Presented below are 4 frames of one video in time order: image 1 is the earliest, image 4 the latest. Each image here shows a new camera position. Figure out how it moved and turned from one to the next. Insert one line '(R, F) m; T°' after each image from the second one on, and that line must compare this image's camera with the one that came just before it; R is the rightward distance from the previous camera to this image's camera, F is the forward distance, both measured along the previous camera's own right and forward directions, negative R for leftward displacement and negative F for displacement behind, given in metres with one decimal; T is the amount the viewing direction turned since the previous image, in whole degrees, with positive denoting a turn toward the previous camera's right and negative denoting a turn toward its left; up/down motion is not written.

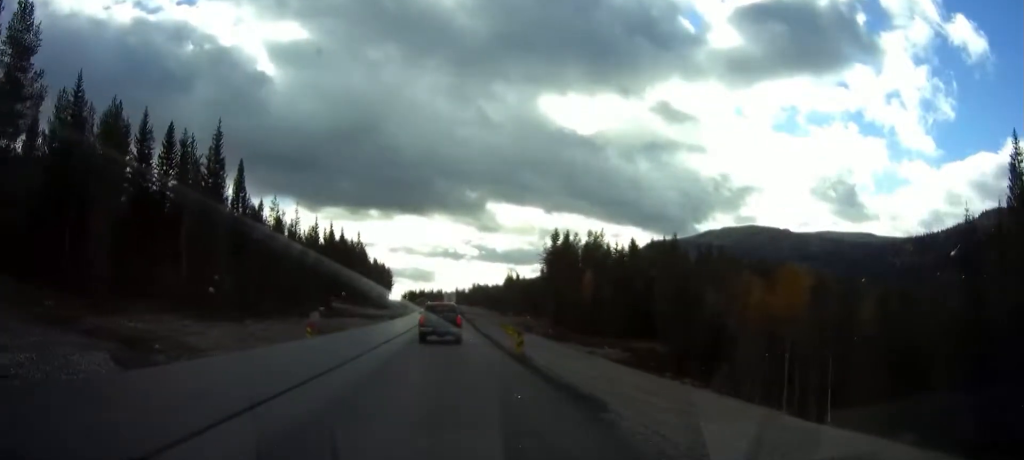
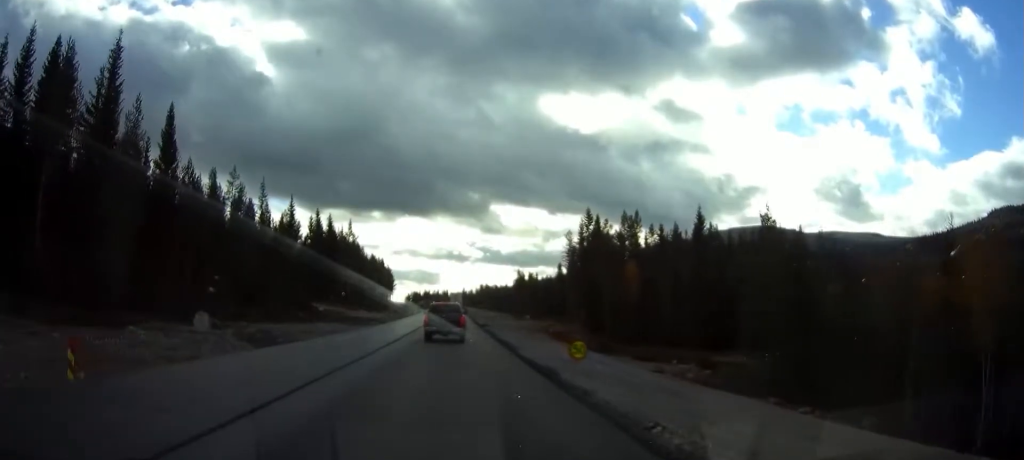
(+0.1, +25.4) m; 0°
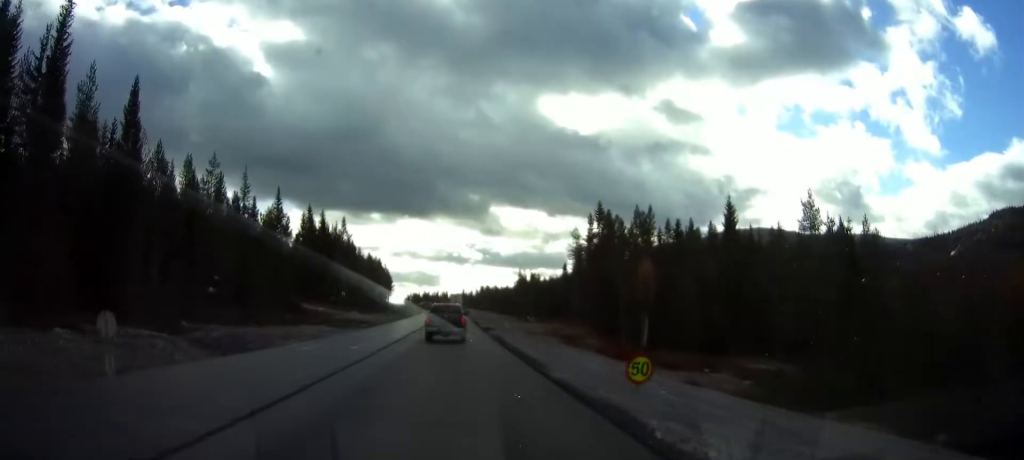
(0.0, +8.4) m; 0°
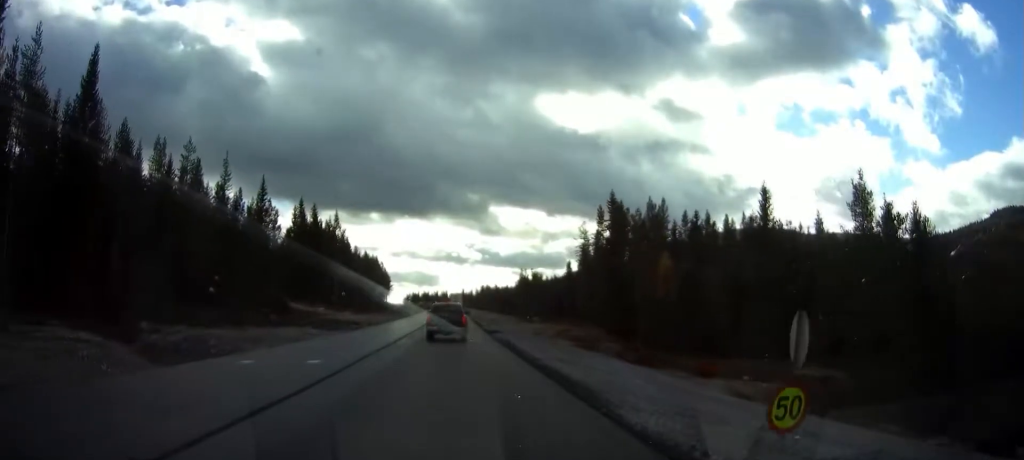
(0.0, +8.1) m; 0°
